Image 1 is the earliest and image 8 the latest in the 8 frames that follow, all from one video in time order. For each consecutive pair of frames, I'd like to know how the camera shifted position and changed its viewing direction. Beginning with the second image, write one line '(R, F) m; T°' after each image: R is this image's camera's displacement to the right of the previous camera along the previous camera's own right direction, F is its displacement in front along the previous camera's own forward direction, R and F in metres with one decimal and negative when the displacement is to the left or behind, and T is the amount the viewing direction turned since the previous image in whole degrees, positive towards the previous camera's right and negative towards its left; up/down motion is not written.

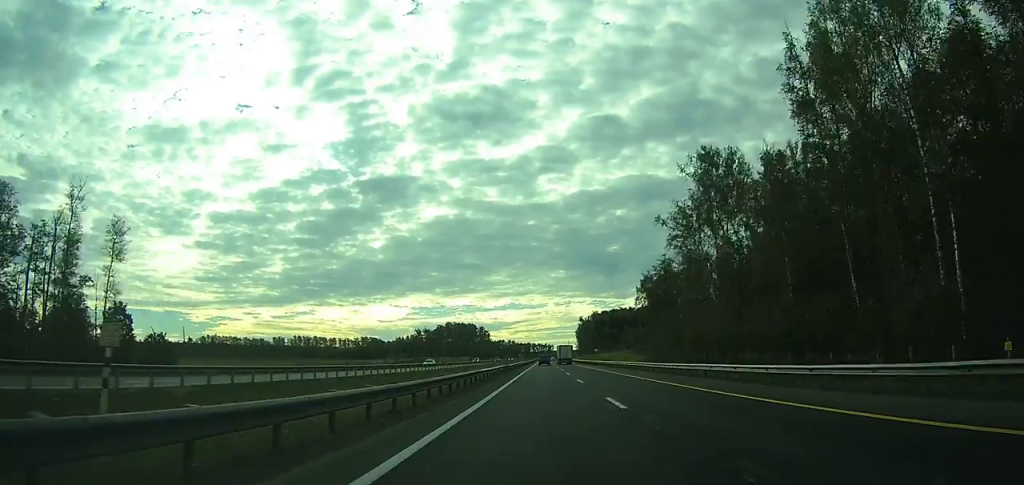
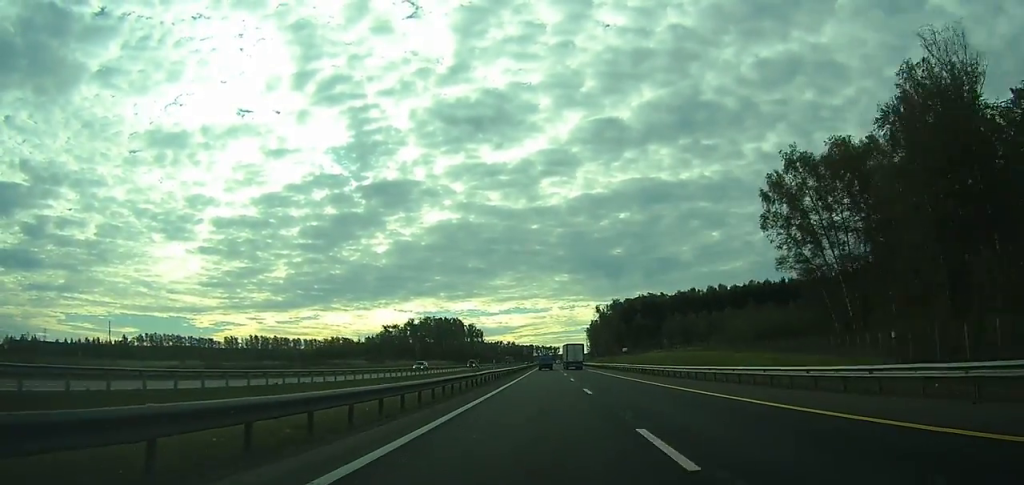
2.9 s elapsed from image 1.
(-0.2, +88.2) m; 0°
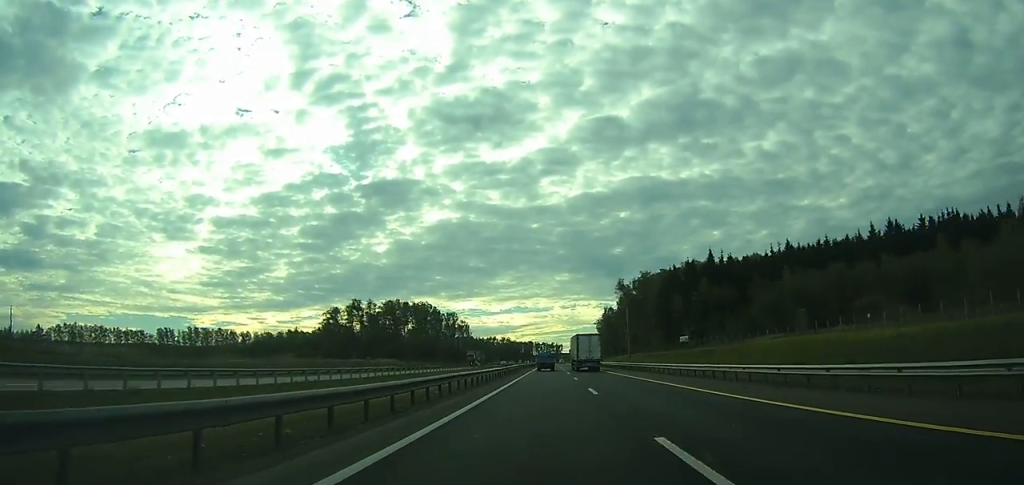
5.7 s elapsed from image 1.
(-0.3, +83.9) m; -1°
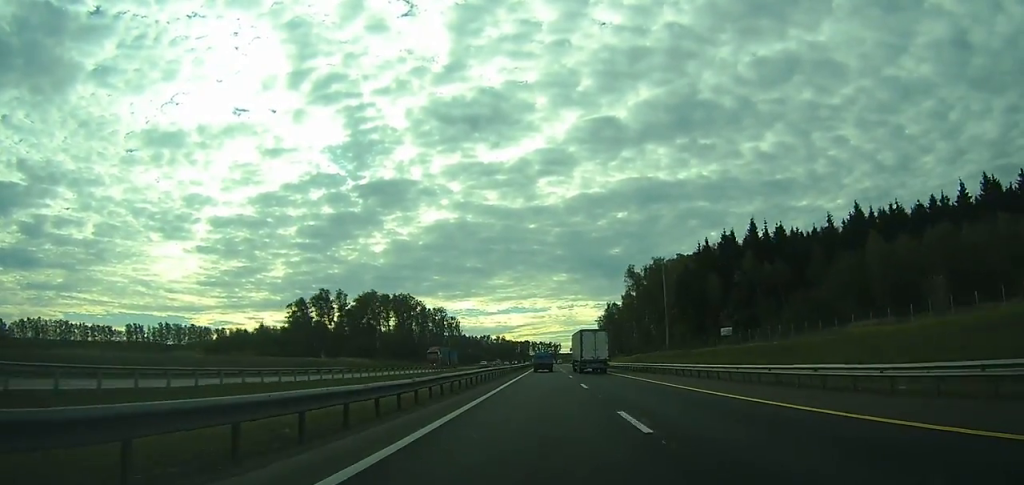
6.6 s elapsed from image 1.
(-0.1, +26.8) m; 0°
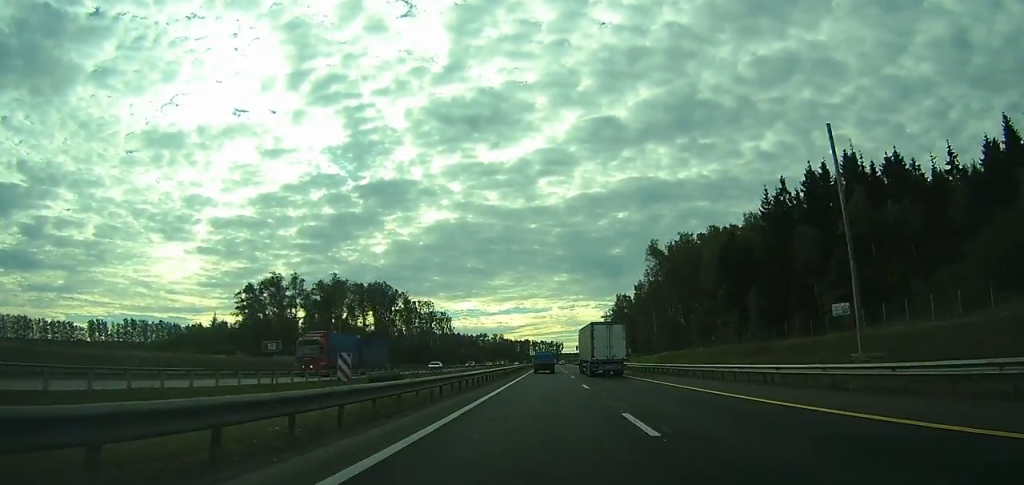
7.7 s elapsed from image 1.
(-0.1, +32.3) m; 0°
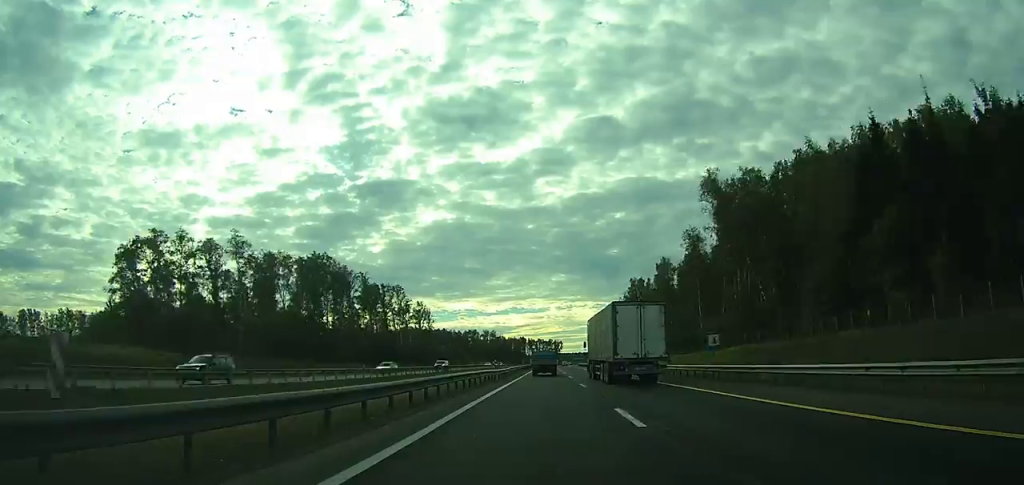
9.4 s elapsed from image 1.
(0.0, +44.7) m; 0°
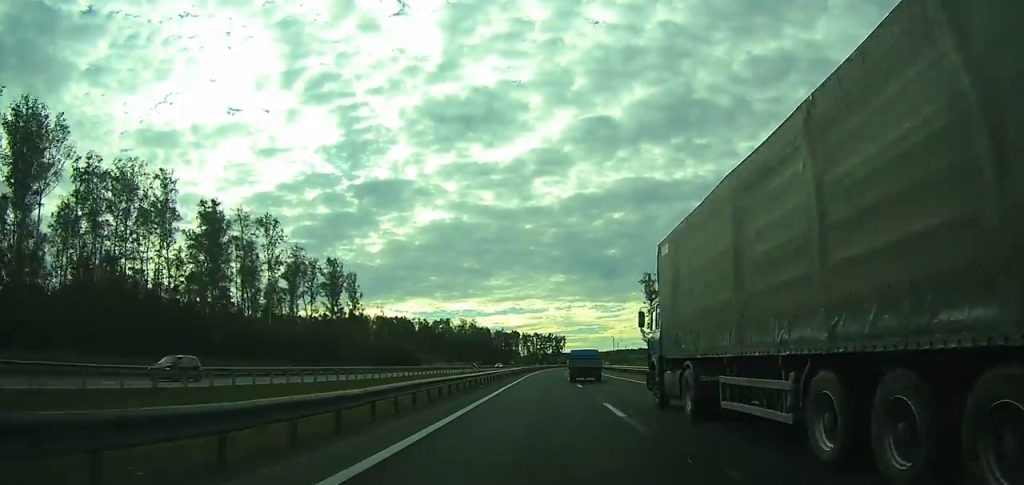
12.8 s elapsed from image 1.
(+0.3, +90.1) m; +1°
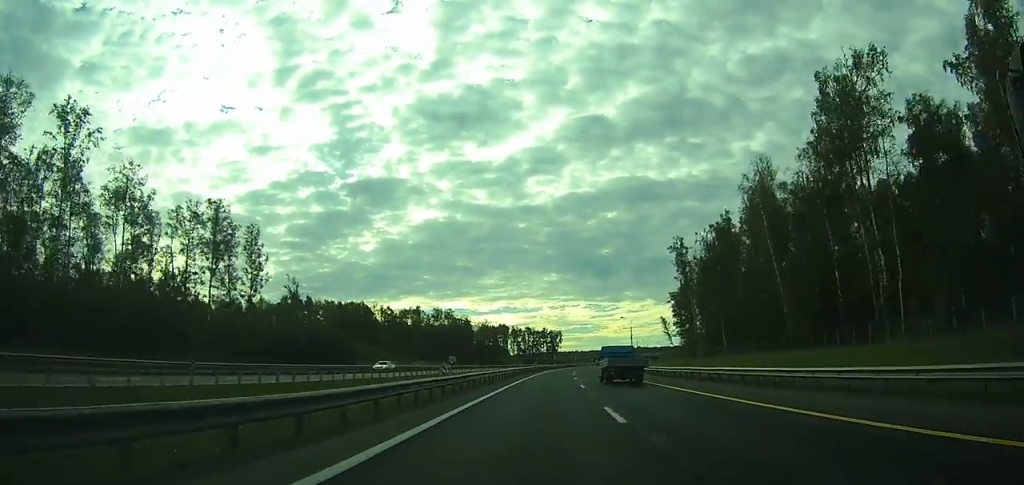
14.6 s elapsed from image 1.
(+0.3, +48.6) m; +1°
